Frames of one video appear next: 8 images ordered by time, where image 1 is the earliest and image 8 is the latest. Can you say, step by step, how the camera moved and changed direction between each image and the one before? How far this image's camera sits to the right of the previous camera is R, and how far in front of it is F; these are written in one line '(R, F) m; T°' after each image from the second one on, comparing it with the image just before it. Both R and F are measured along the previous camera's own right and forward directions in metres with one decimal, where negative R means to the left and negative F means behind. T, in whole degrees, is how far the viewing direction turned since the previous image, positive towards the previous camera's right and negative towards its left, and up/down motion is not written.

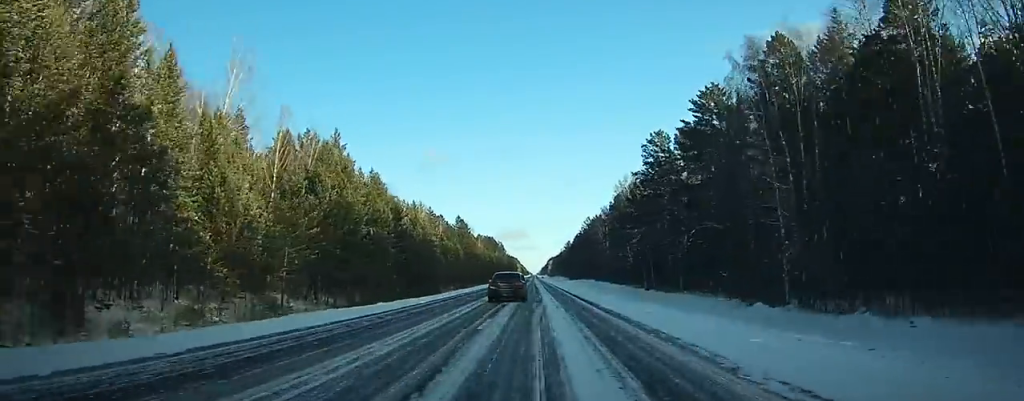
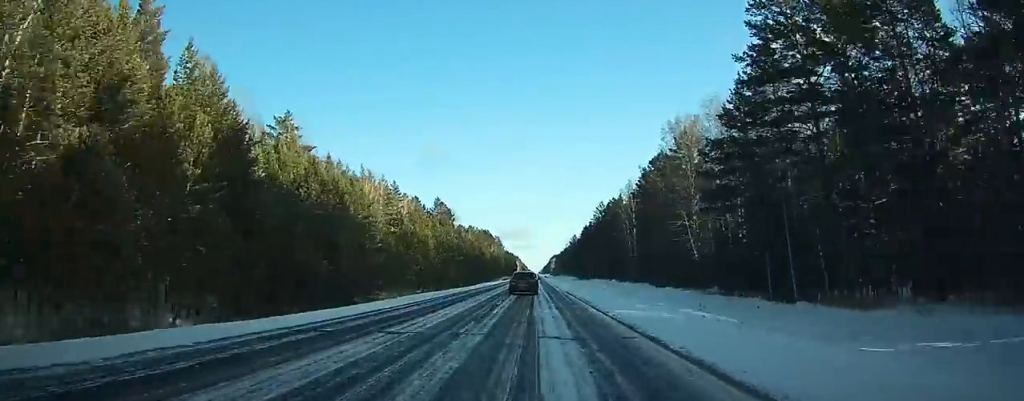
(-0.3, +48.7) m; -1°
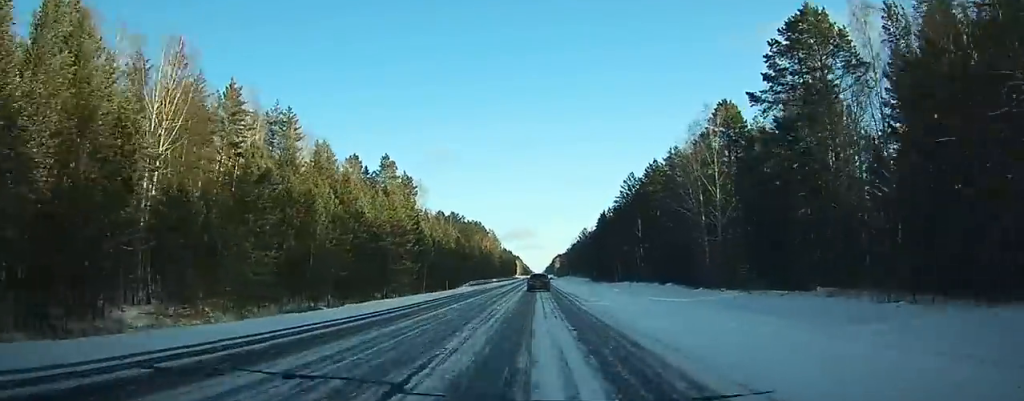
(-0.3, +62.0) m; 0°
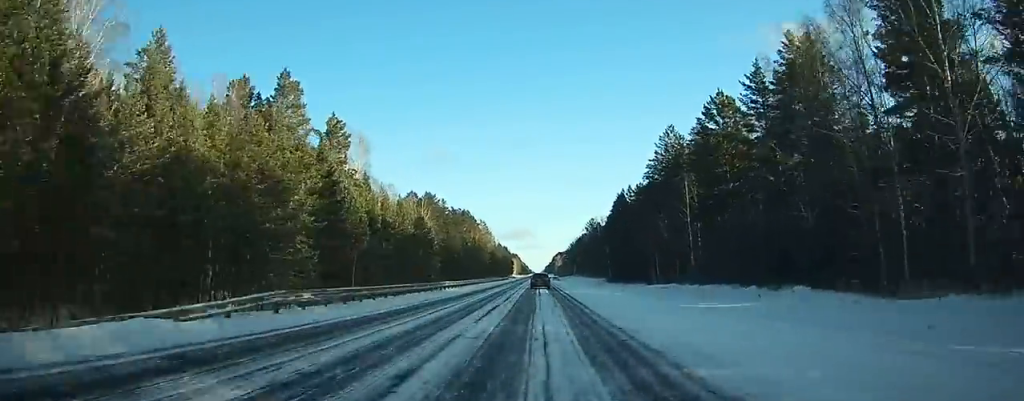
(+0.1, +45.9) m; 0°
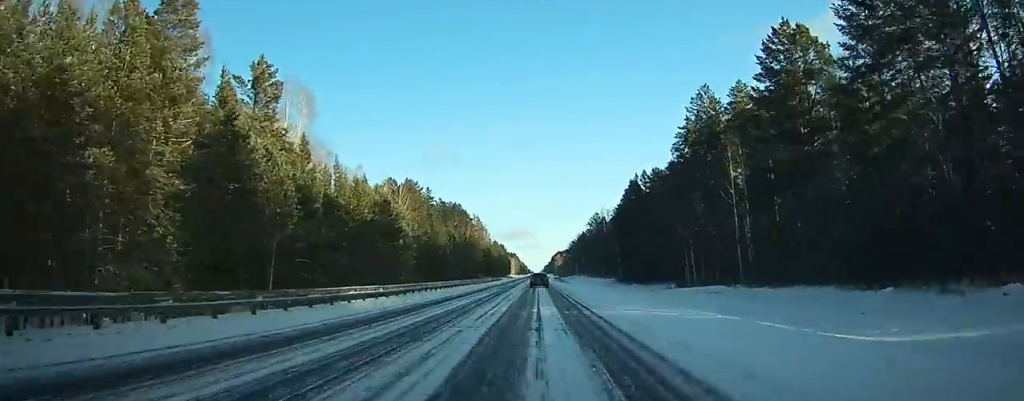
(0.0, +23.0) m; 0°
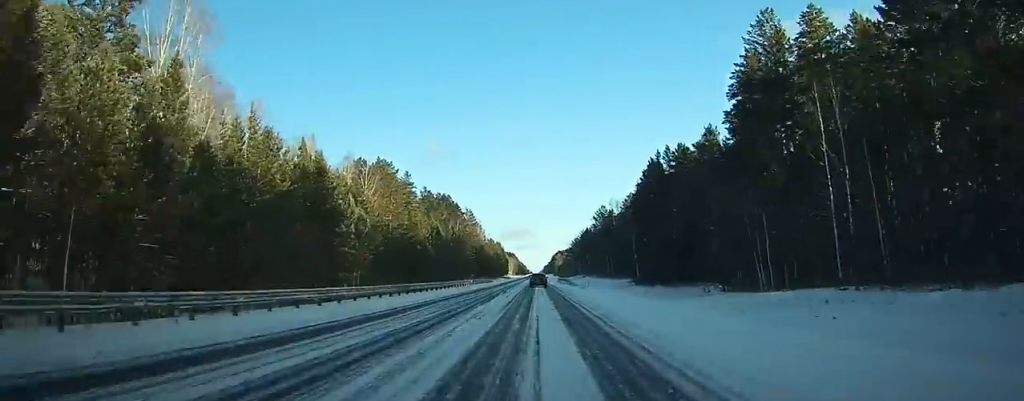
(+0.1, +24.6) m; 0°
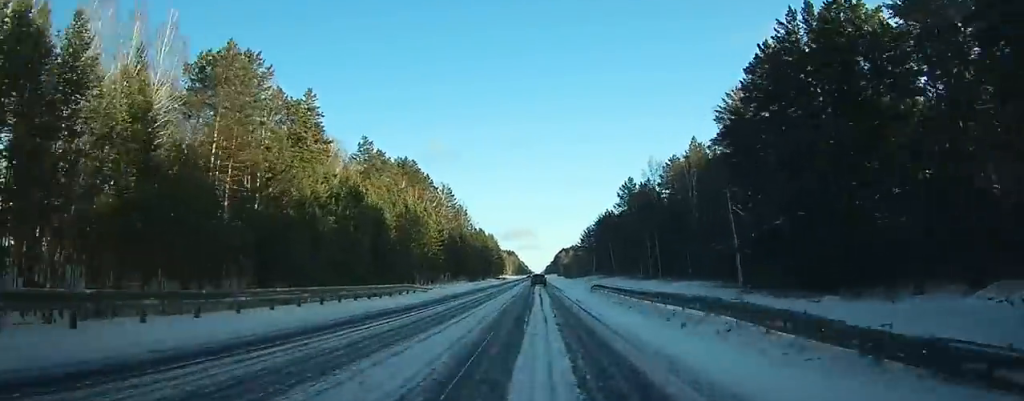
(-0.3, +59.3) m; -1°
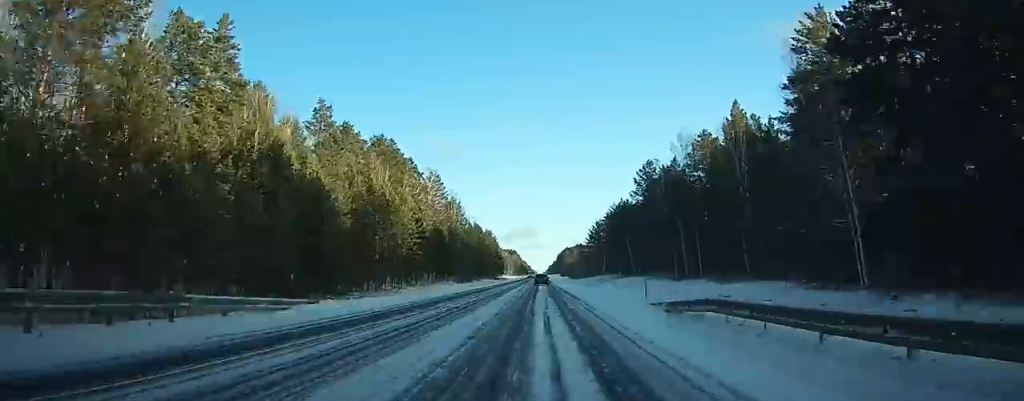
(0.0, +23.1) m; 0°
